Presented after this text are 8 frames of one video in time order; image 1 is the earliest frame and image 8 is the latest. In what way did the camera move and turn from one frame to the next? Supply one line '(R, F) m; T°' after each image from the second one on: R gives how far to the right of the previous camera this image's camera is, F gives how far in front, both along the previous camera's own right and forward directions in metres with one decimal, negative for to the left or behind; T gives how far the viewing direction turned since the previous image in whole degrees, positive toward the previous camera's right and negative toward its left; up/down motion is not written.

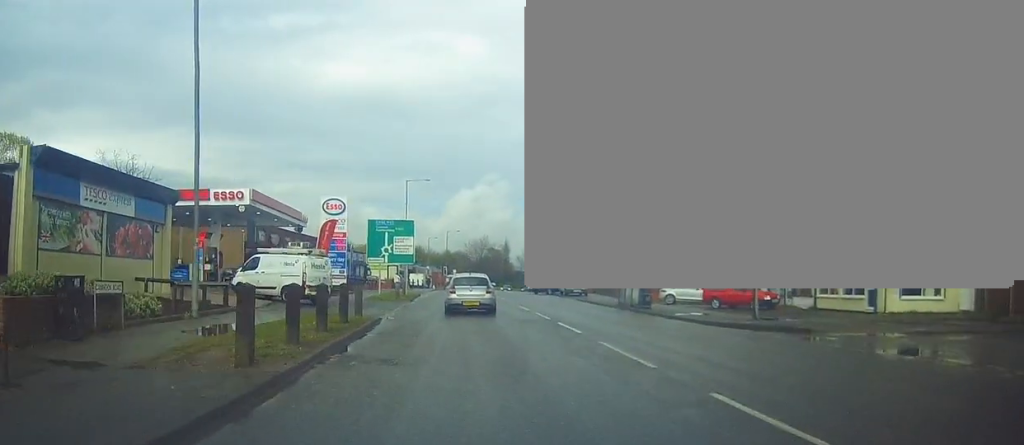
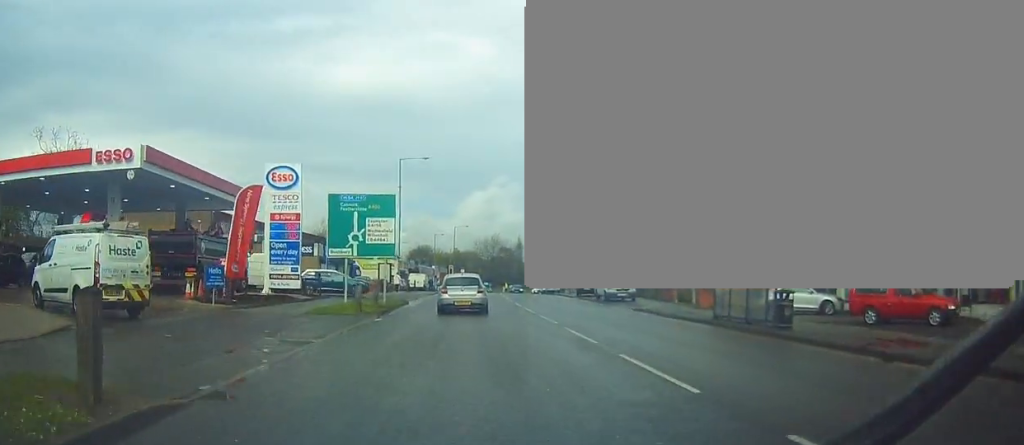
(+0.2, +14.6) m; +1°
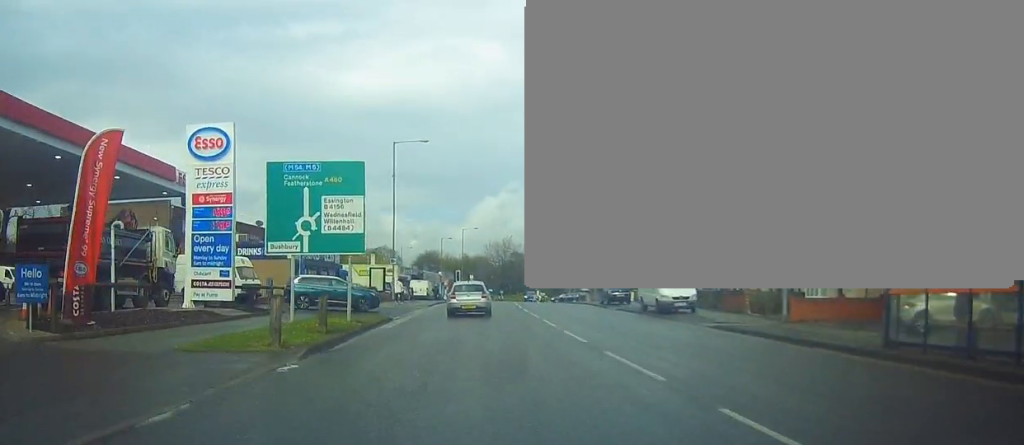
(0.0, +10.5) m; 0°
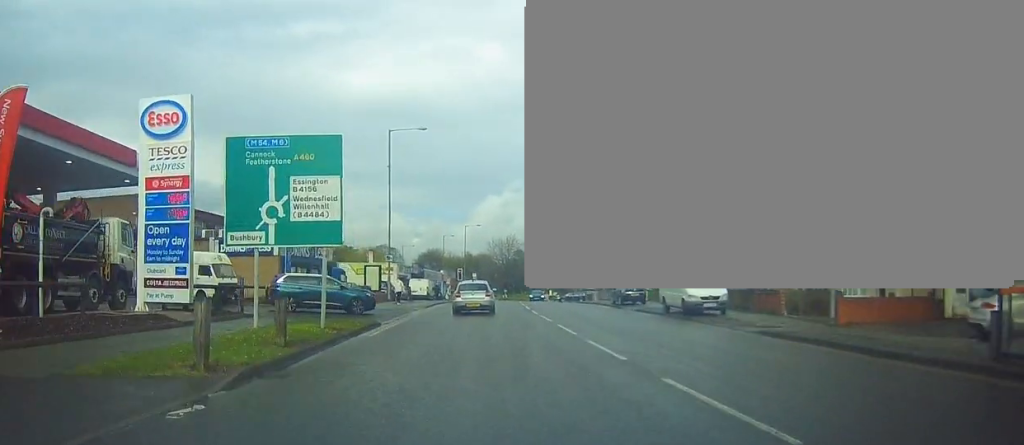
(0.0, +3.6) m; 0°
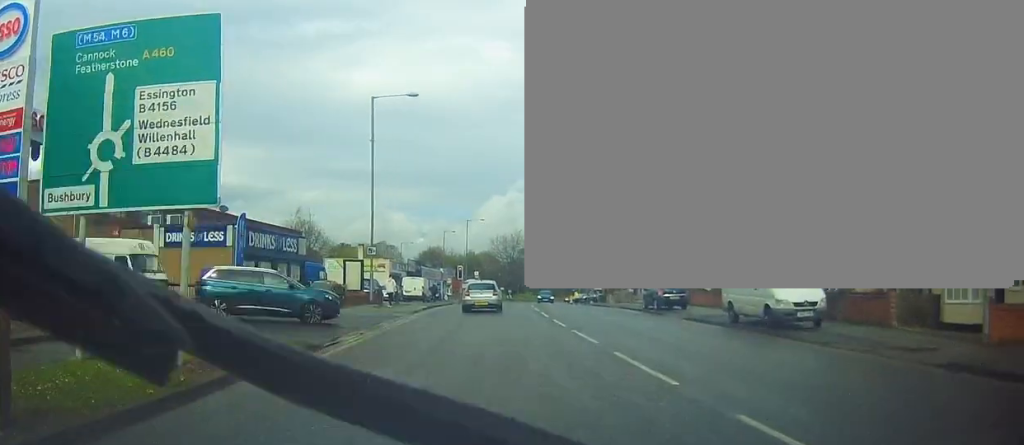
(0.0, +8.3) m; 0°
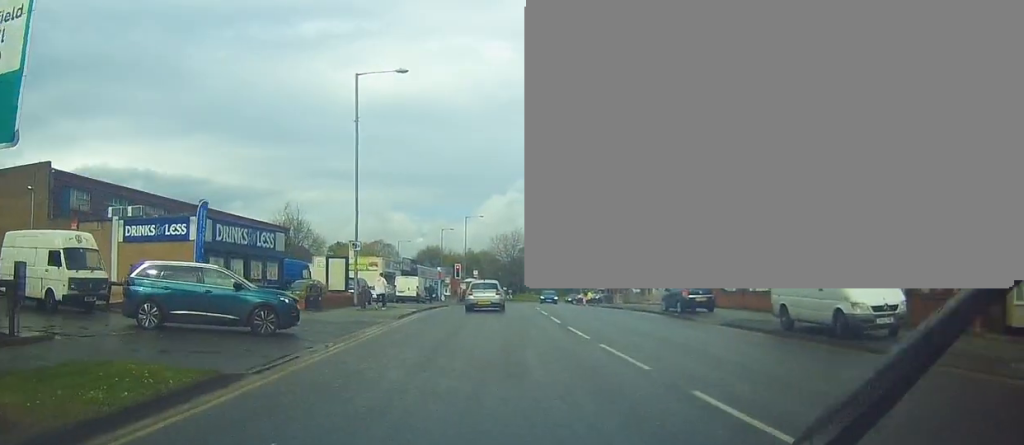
(+0.1, +4.5) m; -1°
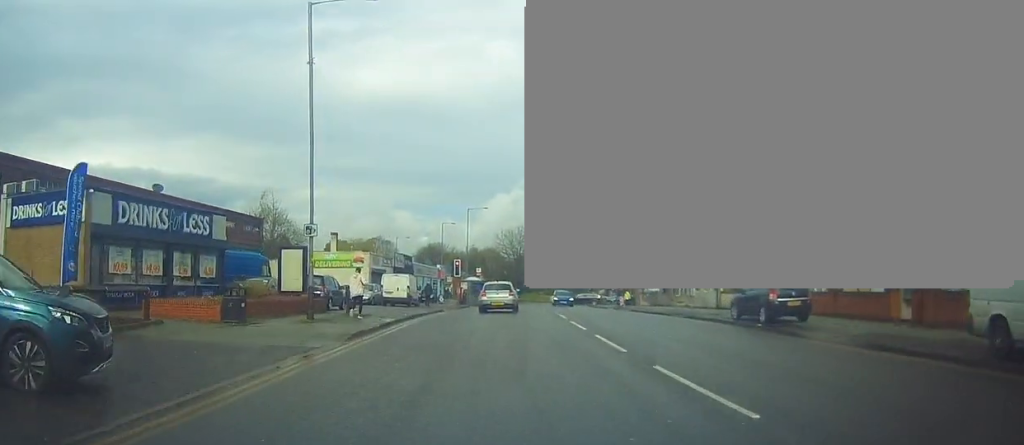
(-0.2, +9.3) m; -2°
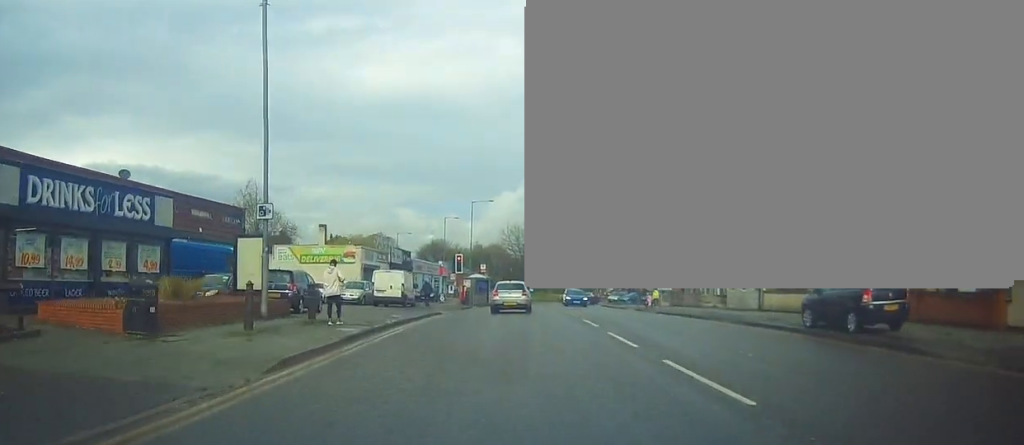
(-0.1, +5.7) m; 0°
